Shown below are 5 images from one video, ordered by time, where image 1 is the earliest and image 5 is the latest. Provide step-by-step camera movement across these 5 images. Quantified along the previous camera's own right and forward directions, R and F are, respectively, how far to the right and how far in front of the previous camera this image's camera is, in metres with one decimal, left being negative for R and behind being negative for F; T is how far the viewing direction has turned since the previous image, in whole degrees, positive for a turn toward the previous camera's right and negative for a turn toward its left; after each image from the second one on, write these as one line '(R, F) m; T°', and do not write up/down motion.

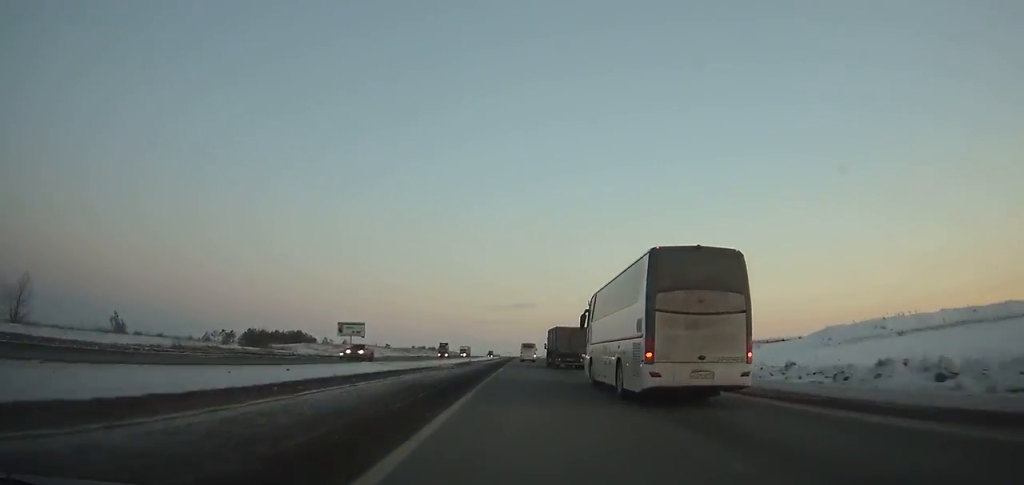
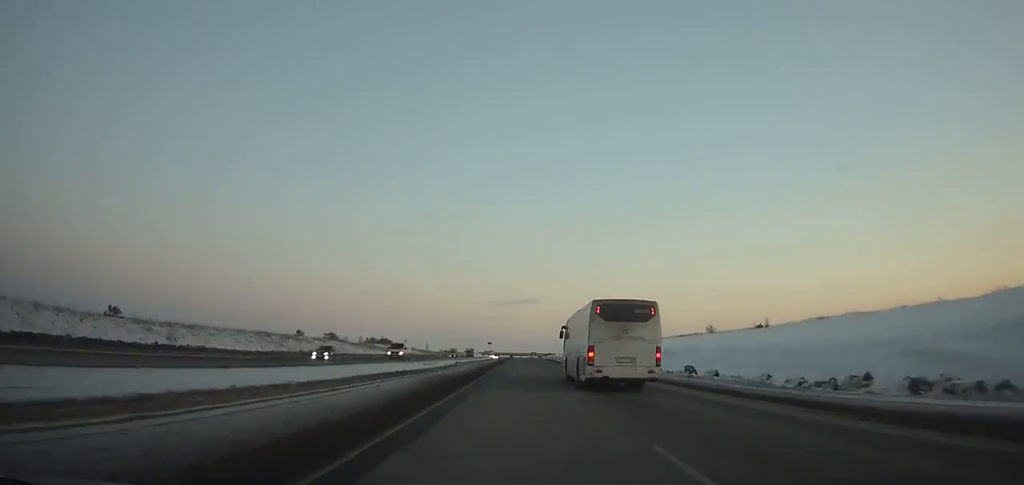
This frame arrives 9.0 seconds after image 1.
(-0.5, +238.0) m; 0°
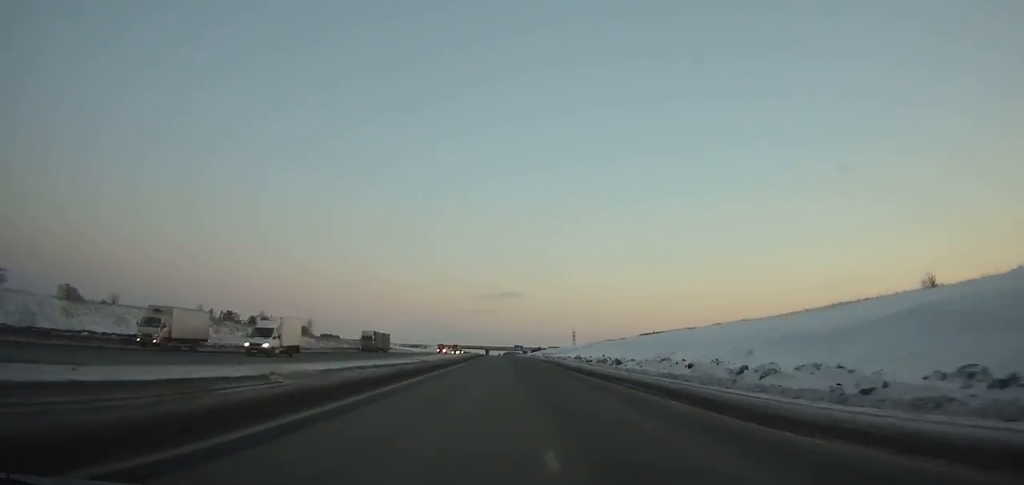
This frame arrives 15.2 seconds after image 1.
(+2.1, +163.7) m; +1°
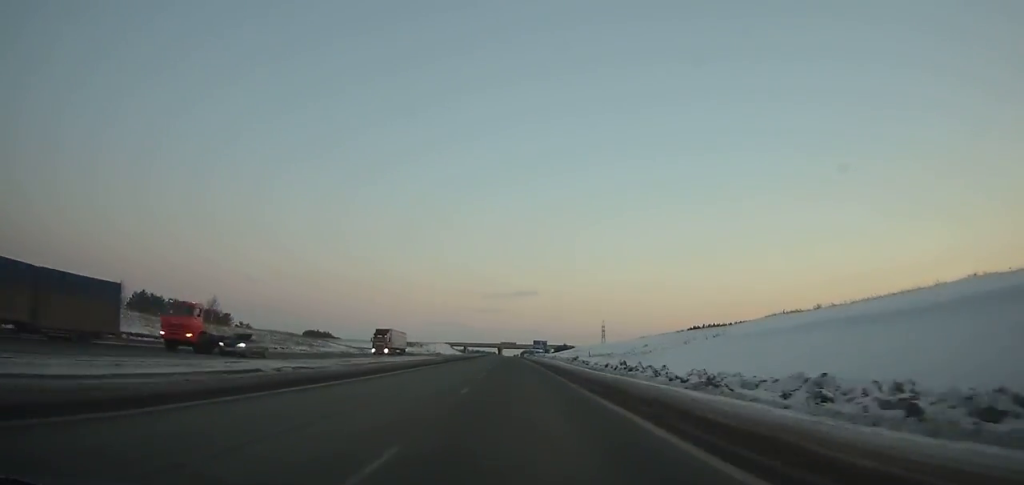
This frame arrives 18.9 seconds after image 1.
(-1.5, +95.9) m; -2°
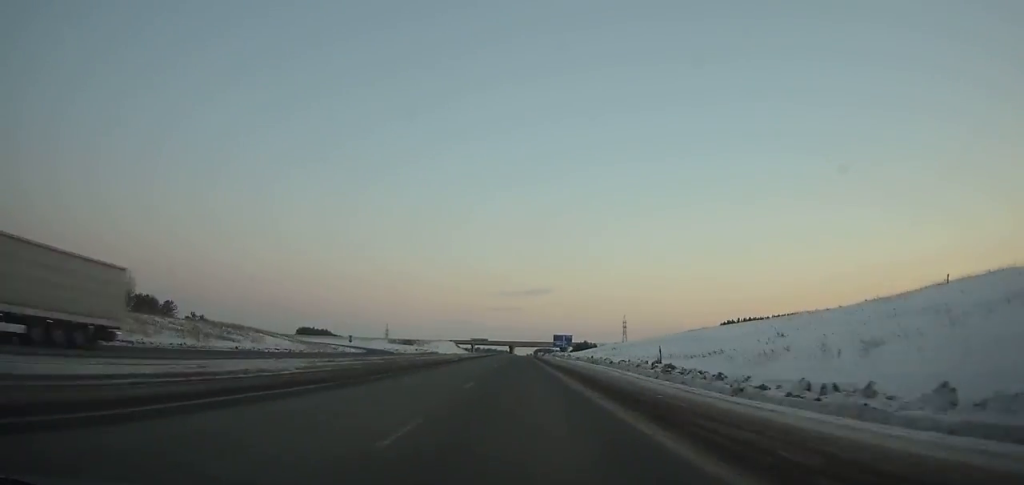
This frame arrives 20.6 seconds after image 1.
(-0.4, +43.5) m; -1°
